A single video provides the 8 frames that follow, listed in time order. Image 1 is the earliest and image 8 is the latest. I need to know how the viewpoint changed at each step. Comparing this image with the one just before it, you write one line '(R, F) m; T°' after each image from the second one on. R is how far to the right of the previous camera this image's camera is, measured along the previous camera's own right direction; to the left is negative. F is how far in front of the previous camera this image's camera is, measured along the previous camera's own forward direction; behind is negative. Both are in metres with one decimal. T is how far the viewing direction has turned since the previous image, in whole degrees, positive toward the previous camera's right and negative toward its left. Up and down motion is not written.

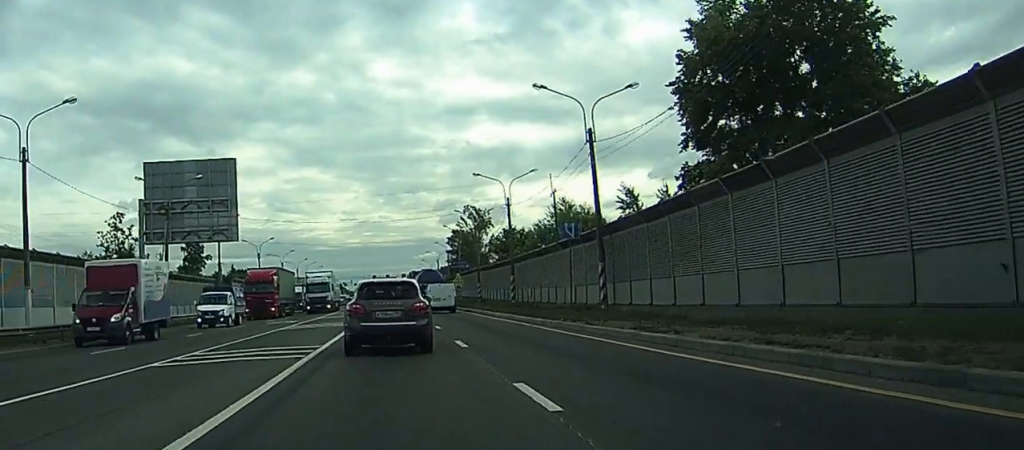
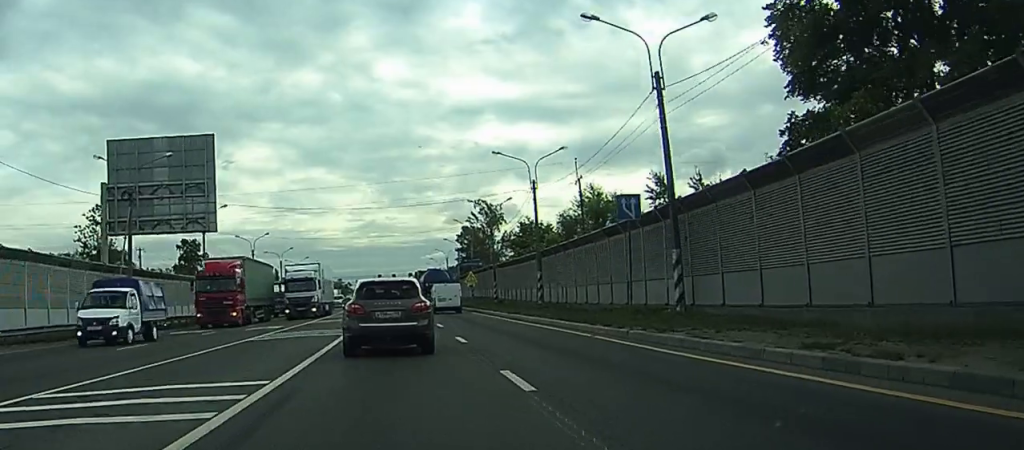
(0.0, +10.1) m; 0°
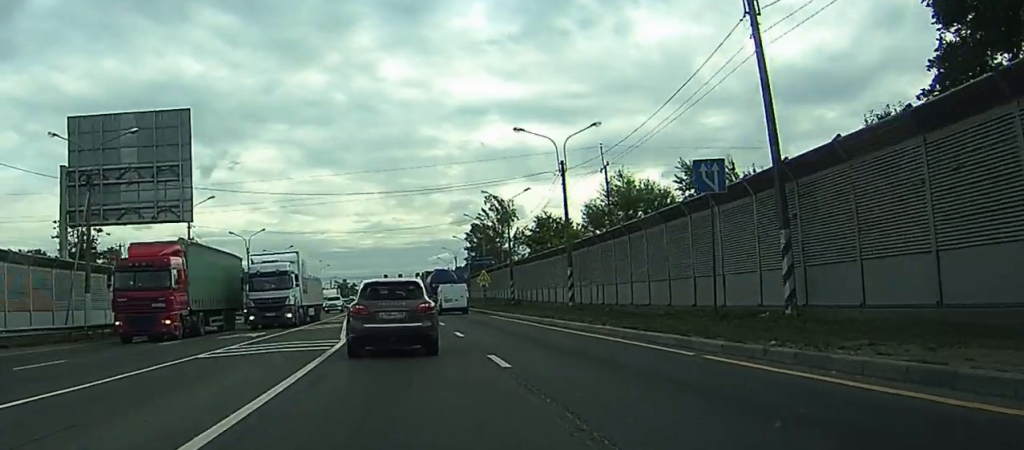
(0.0, +8.3) m; 0°
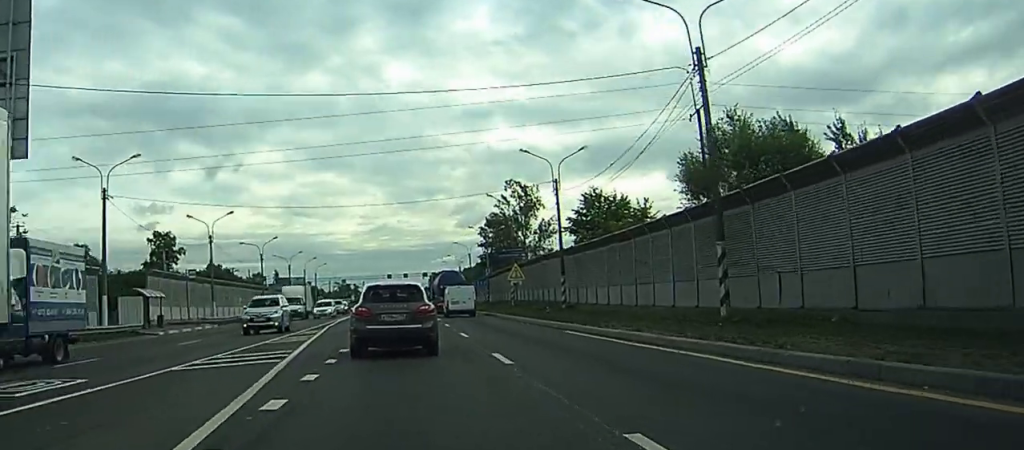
(-0.3, +22.7) m; -1°
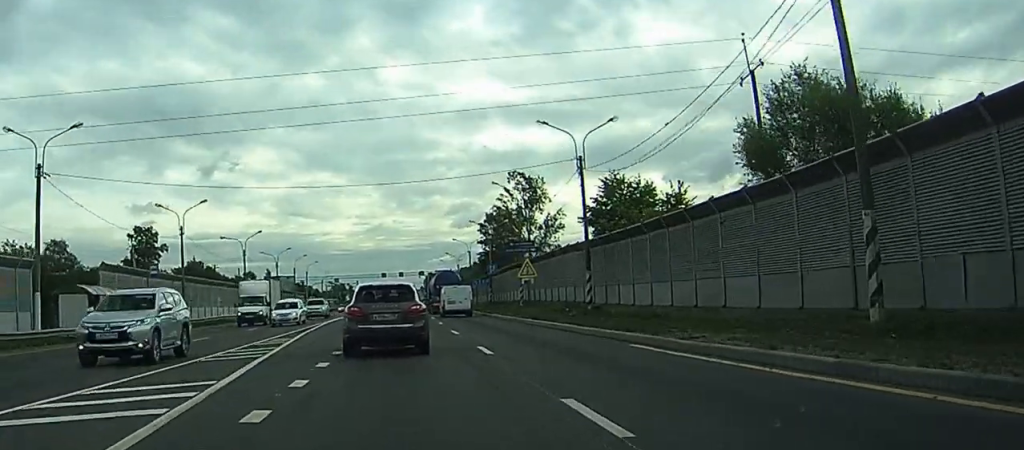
(0.0, +8.8) m; 0°
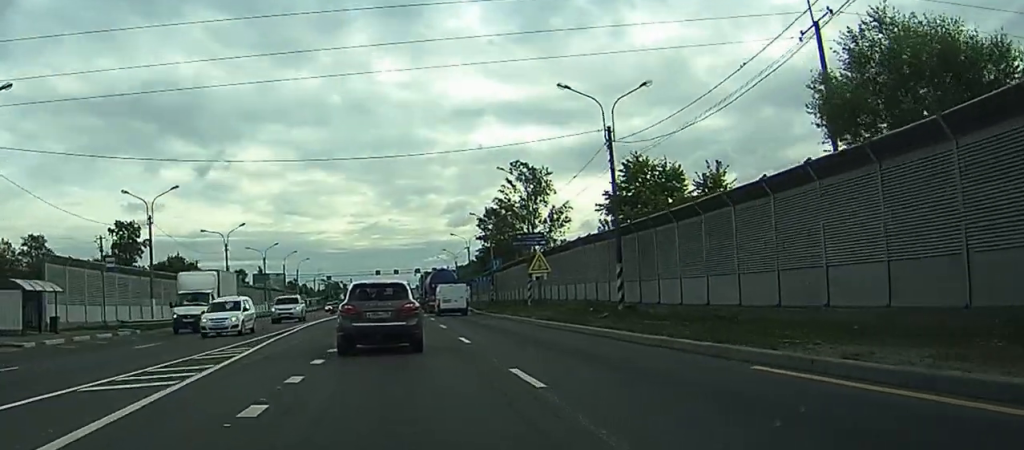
(0.0, +7.5) m; 0°
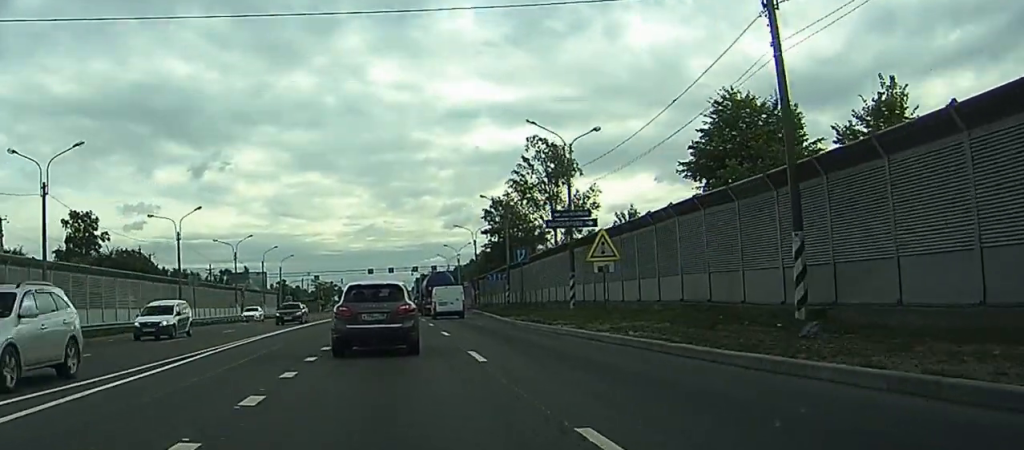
(+0.4, +17.9) m; +2°
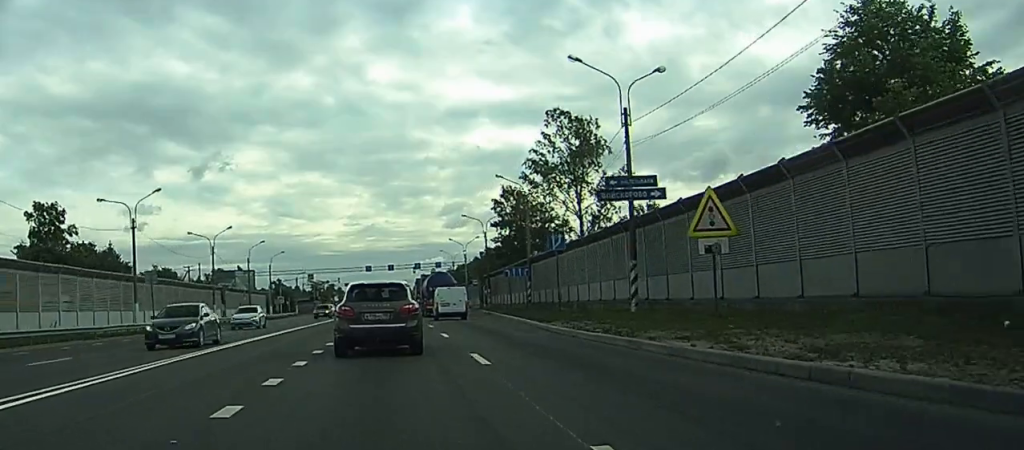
(0.0, +12.6) m; 0°
